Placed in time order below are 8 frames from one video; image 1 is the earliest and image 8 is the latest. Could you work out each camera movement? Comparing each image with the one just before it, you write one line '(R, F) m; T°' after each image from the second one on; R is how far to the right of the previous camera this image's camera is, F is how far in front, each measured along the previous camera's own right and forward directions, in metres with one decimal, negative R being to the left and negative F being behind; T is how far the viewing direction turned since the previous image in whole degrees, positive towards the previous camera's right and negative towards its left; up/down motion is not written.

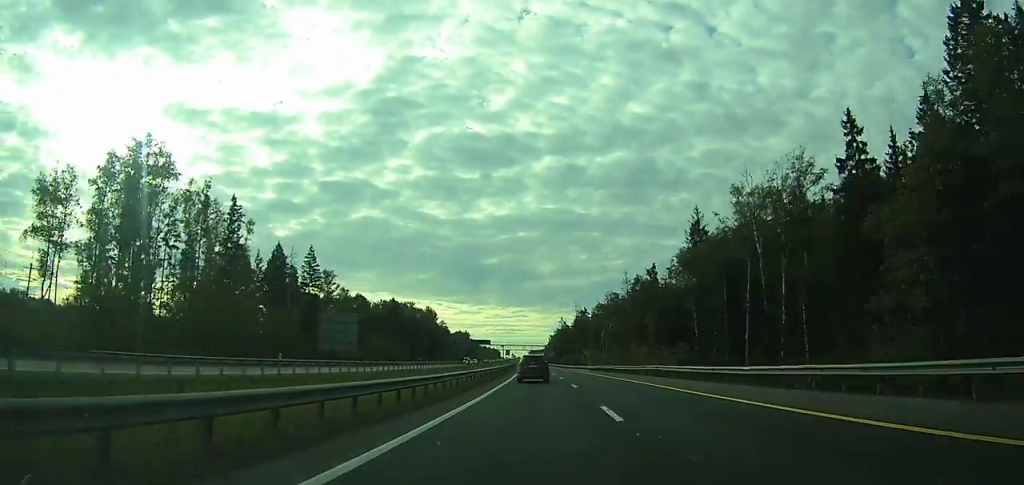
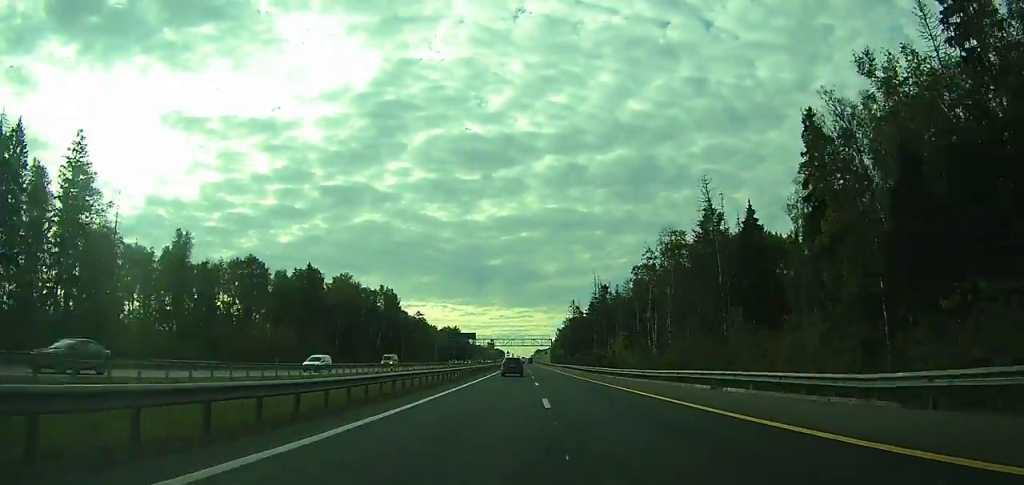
(-1.0, +81.0) m; -1°
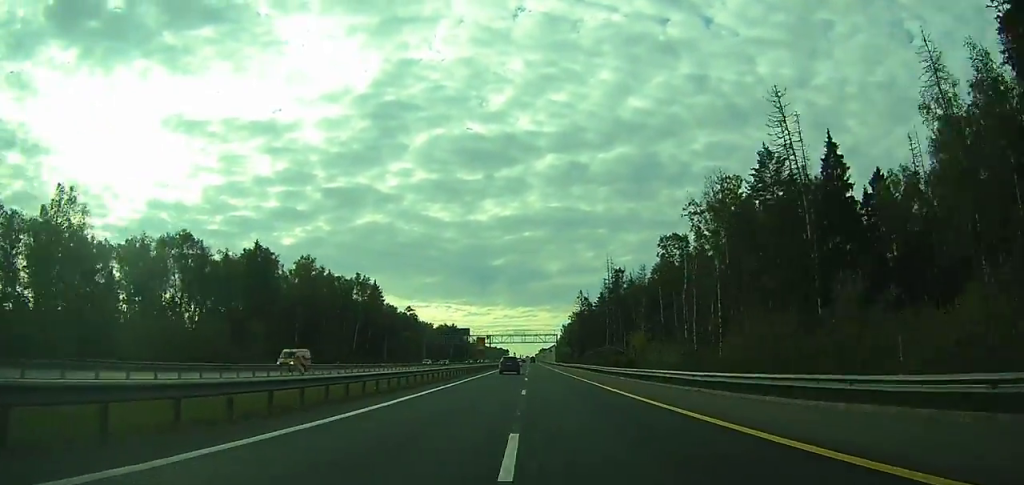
(-0.2, +27.6) m; -1°
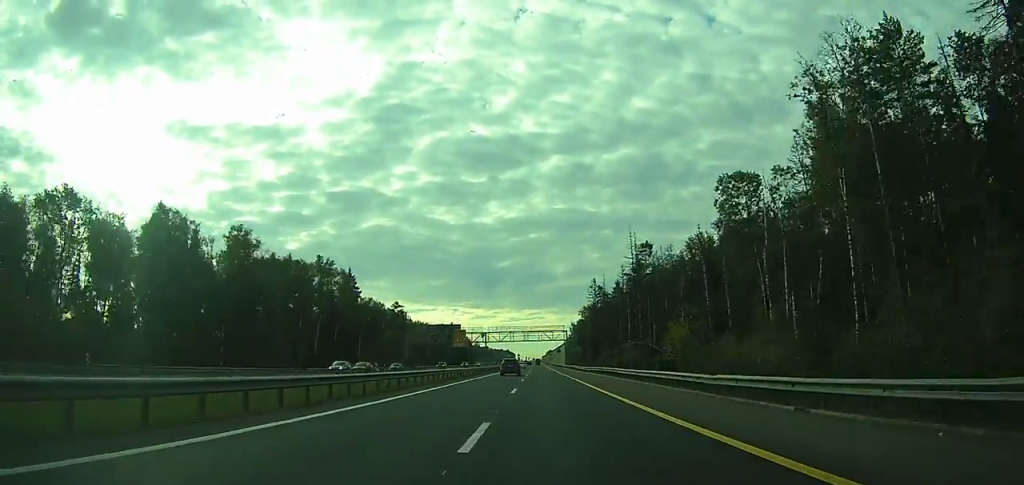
(0.0, +31.9) m; -1°
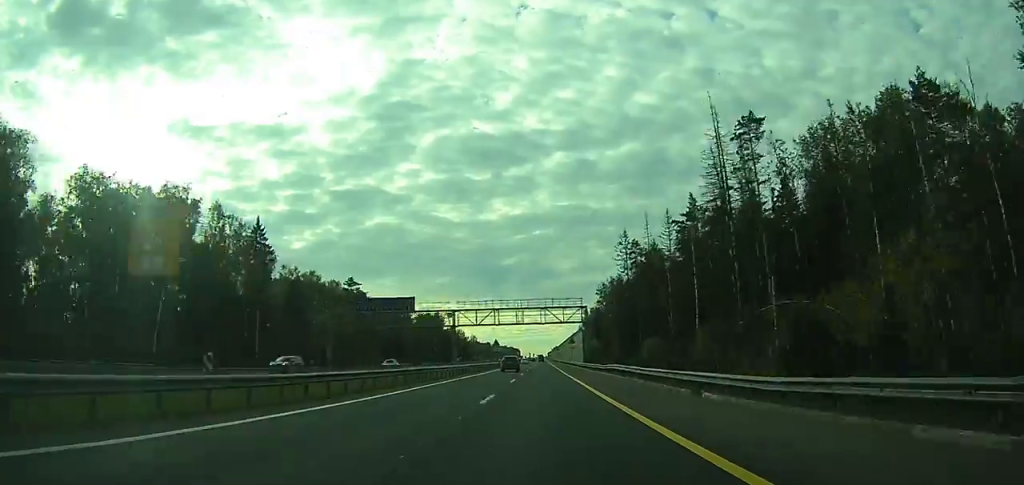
(-0.7, +54.9) m; -1°
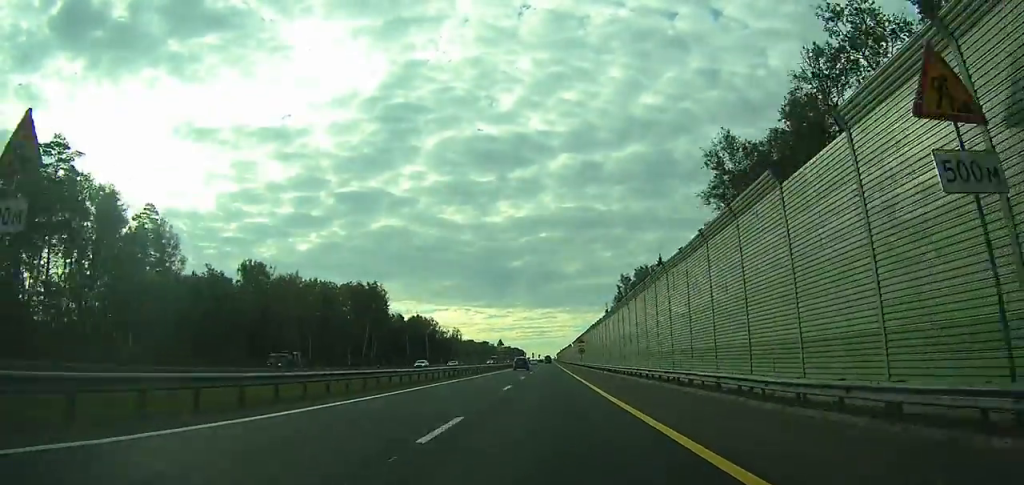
(-0.6, +101.3) m; 0°
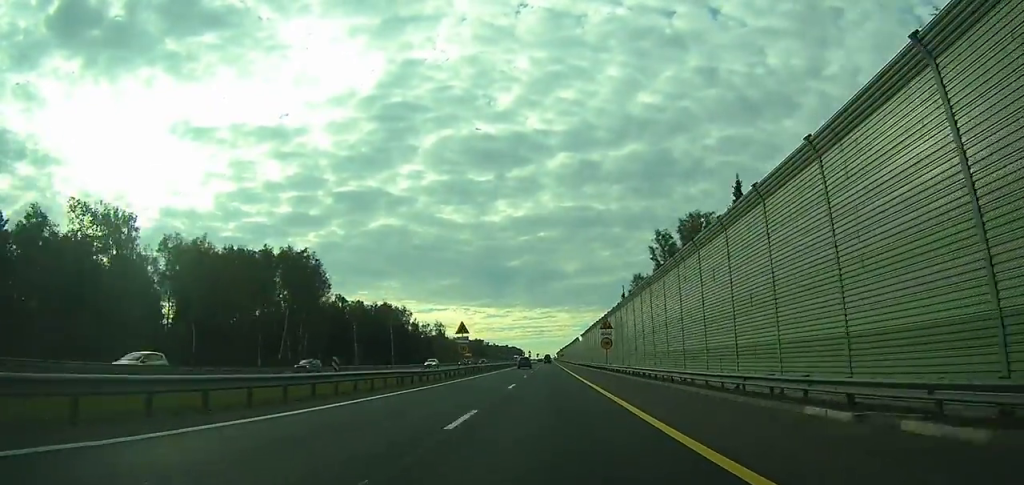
(0.0, +46.0) m; 0°
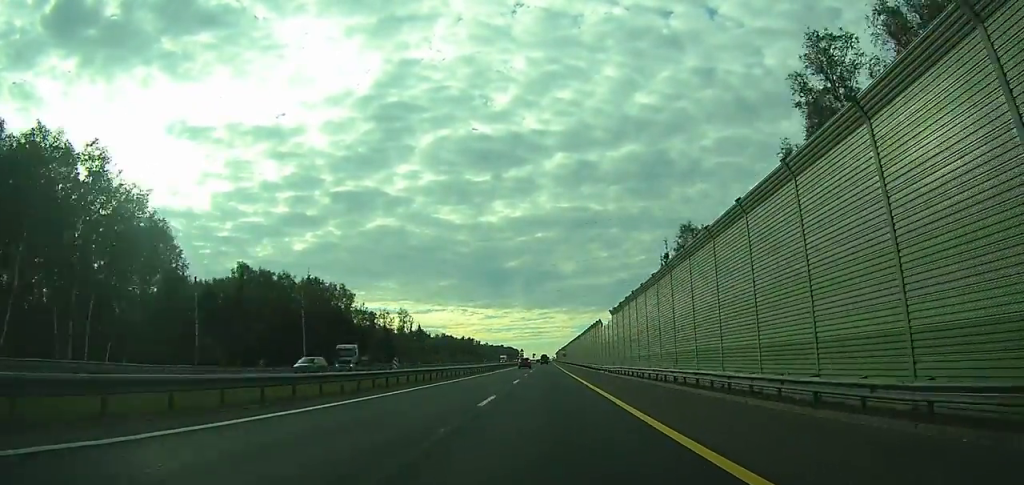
(0.0, +60.9) m; 0°
